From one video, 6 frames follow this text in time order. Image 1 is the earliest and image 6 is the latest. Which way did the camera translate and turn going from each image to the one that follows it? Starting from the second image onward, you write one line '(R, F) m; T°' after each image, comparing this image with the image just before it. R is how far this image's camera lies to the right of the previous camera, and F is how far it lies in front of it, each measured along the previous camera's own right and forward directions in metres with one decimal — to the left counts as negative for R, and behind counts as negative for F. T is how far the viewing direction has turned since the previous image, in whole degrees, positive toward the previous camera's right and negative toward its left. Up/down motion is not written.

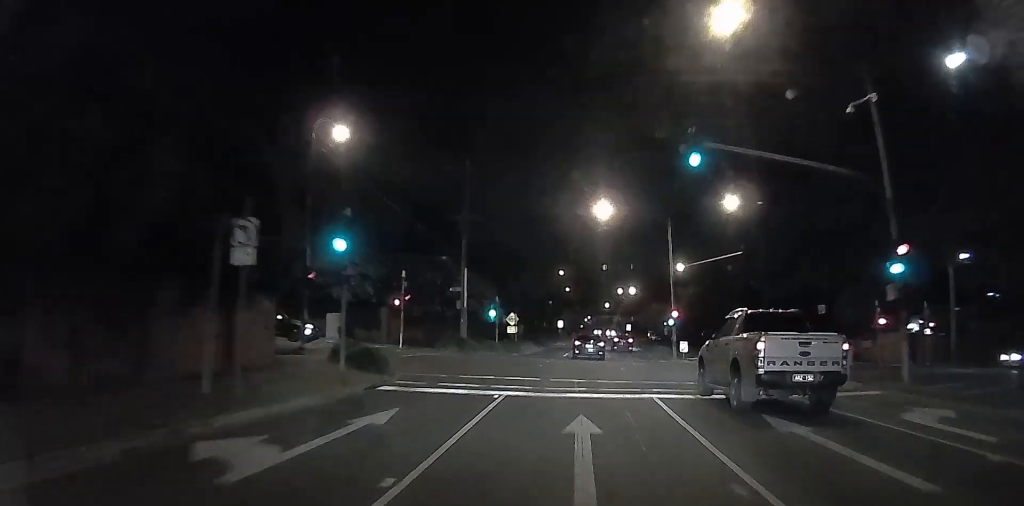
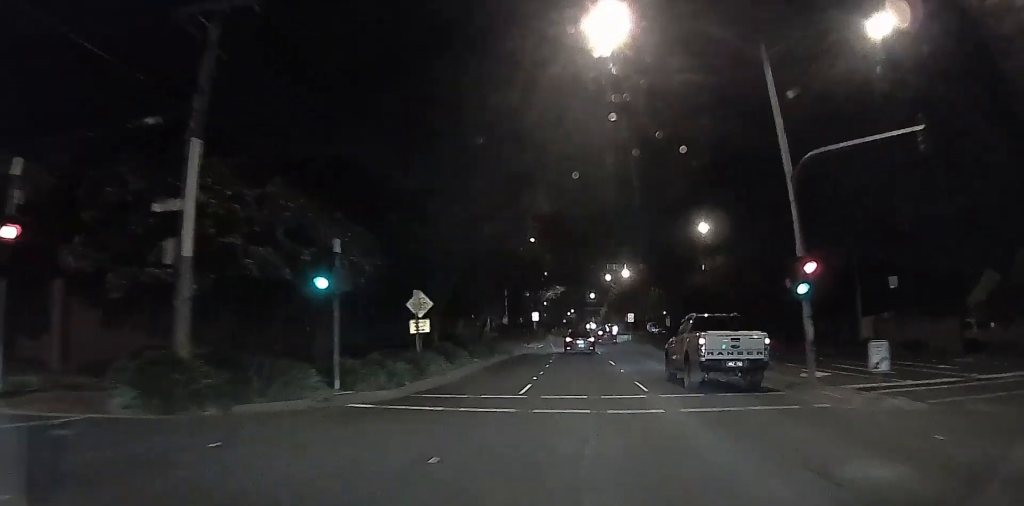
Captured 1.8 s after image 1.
(-0.5, +26.7) m; +4°
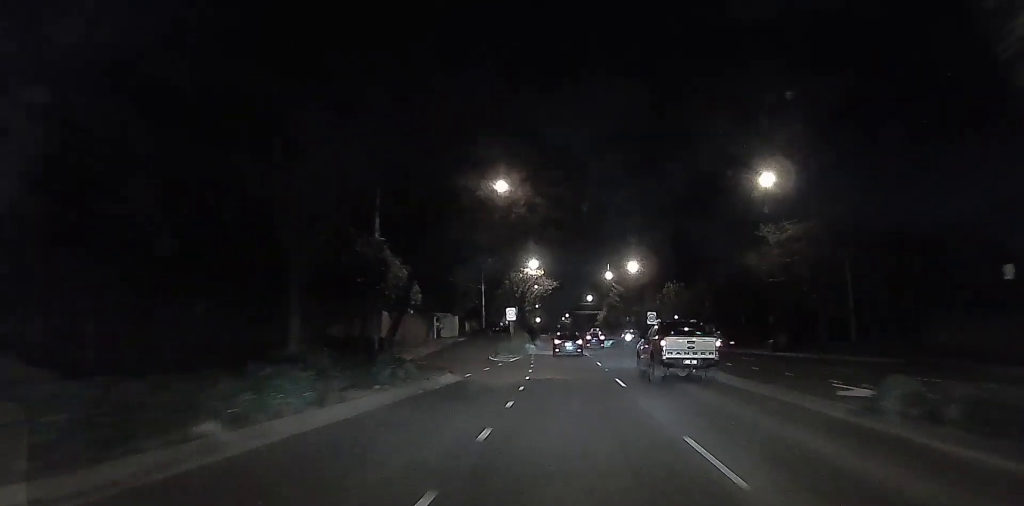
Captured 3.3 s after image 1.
(+0.6, +22.3) m; +2°
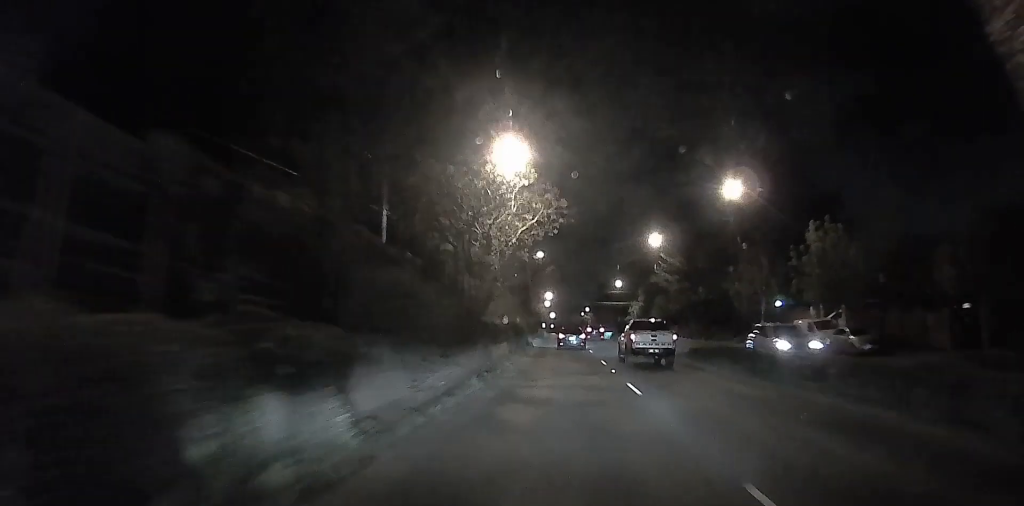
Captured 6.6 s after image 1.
(-3.3, +51.7) m; -3°
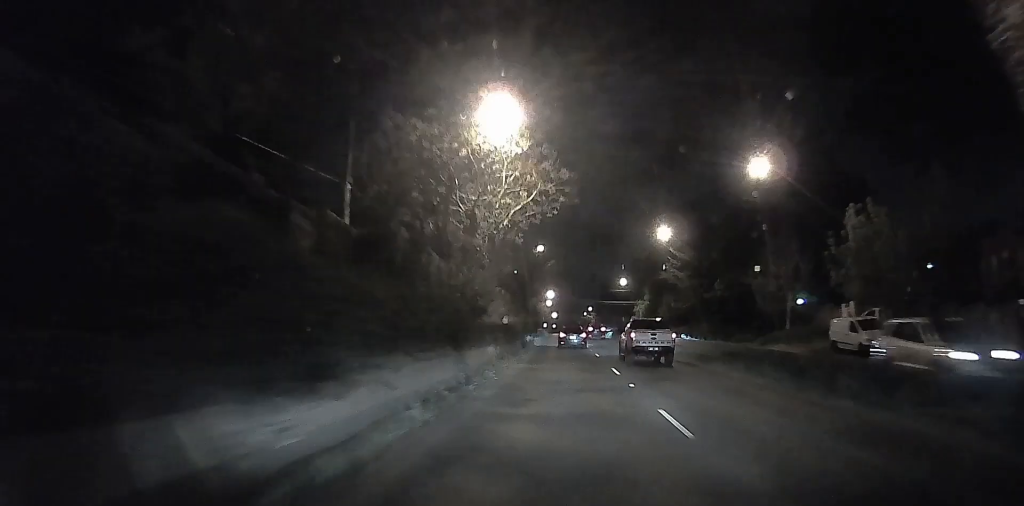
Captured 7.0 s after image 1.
(+0.3, +6.1) m; +2°
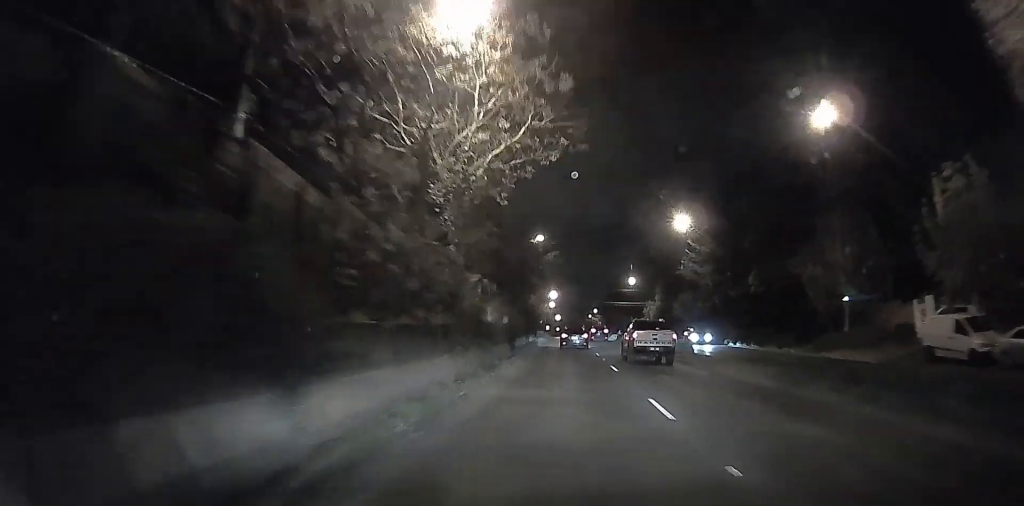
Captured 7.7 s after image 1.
(+0.1, +10.1) m; -3°
